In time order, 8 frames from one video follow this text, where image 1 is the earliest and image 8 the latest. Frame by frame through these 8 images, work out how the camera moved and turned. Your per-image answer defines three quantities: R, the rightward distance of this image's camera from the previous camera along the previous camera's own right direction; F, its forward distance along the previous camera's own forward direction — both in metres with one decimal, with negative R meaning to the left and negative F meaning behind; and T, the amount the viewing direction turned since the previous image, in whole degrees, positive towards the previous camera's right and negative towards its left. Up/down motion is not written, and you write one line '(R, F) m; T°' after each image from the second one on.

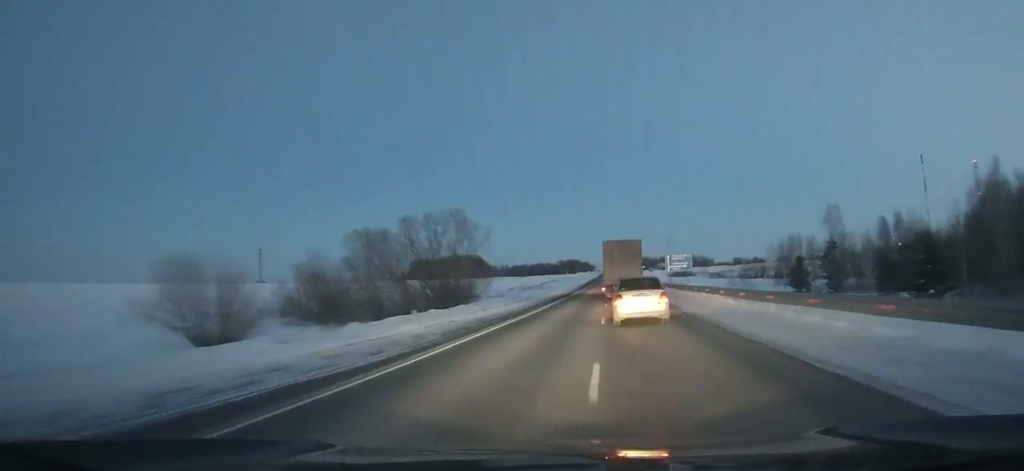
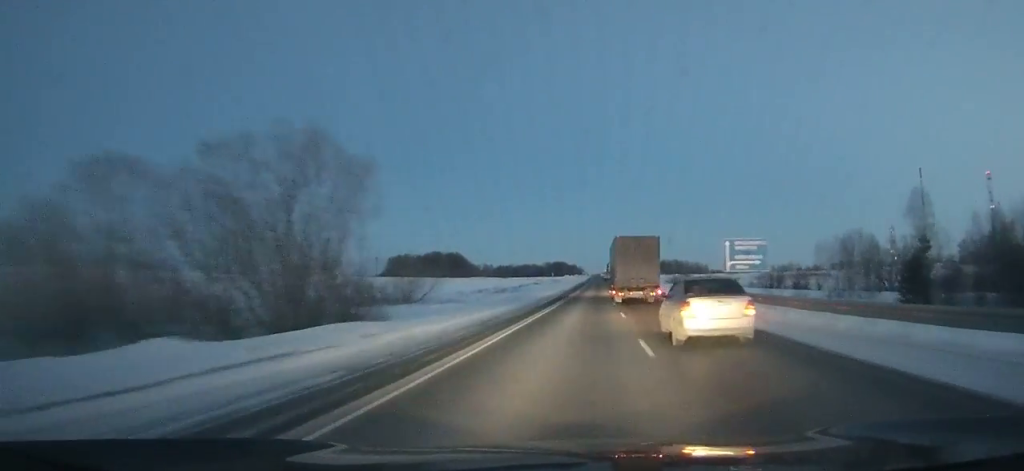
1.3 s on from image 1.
(0.0, +31.7) m; +1°
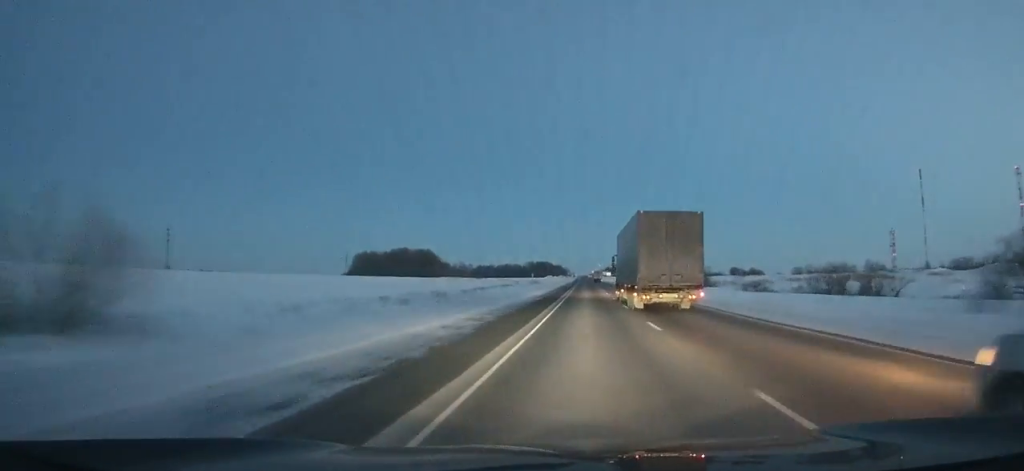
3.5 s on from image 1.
(+0.9, +57.6) m; +1°
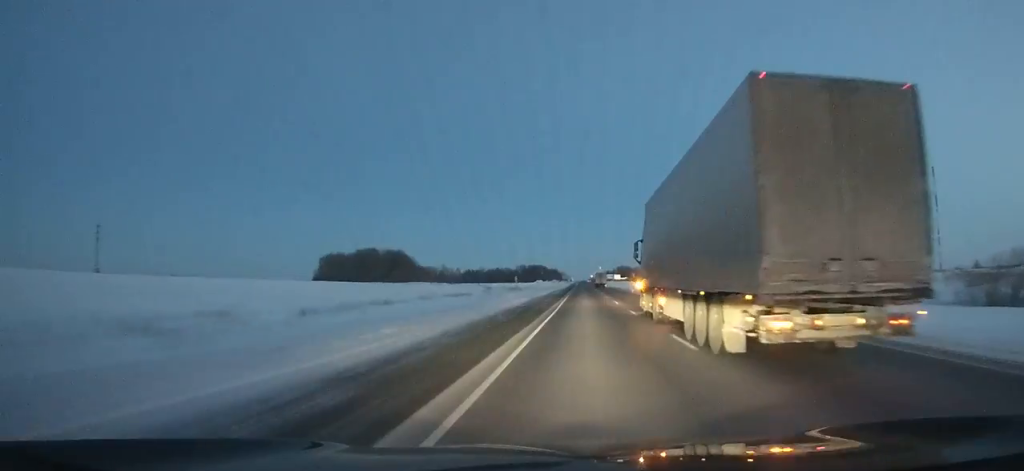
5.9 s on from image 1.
(+0.3, +64.6) m; 0°
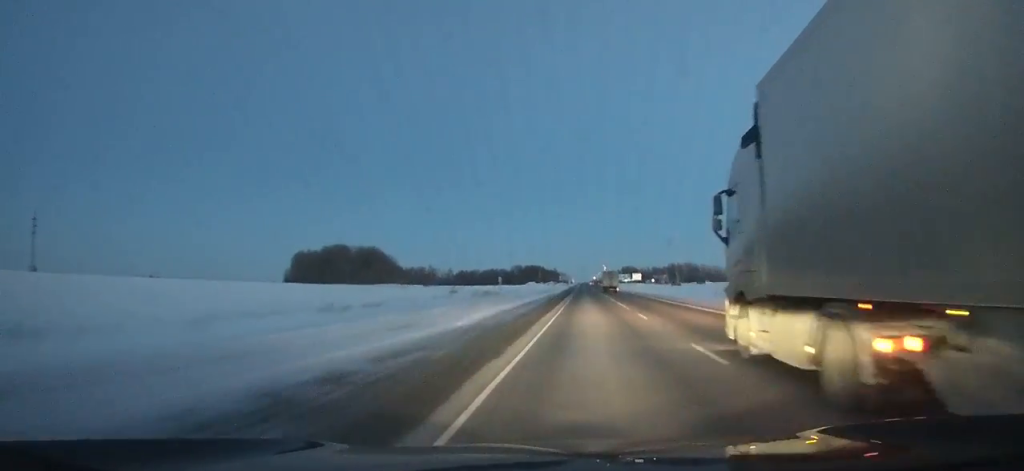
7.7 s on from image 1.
(0.0, +49.2) m; 0°
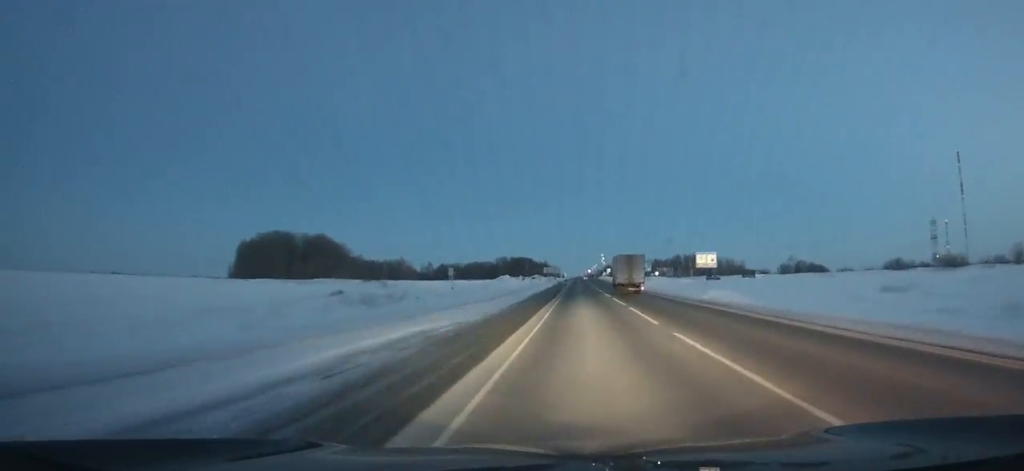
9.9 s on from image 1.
(+0.2, +60.3) m; 0°
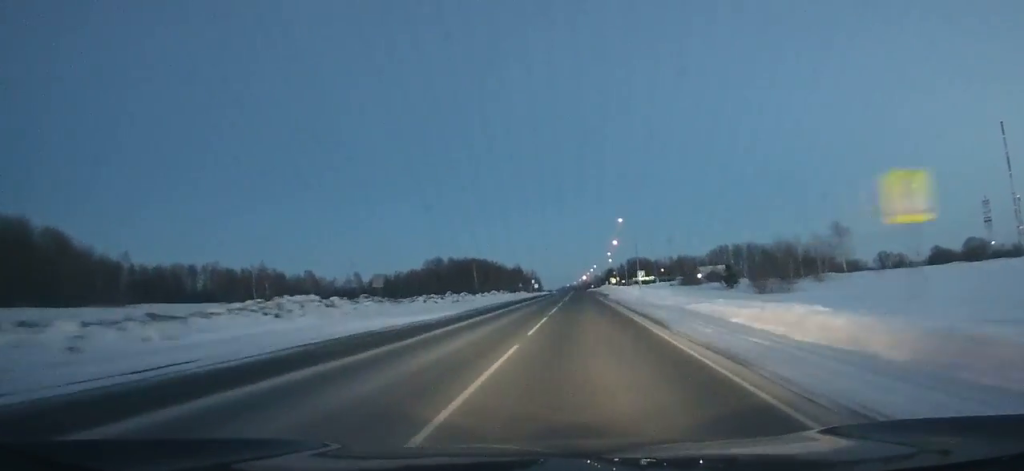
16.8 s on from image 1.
(+1.5, +180.2) m; 0°
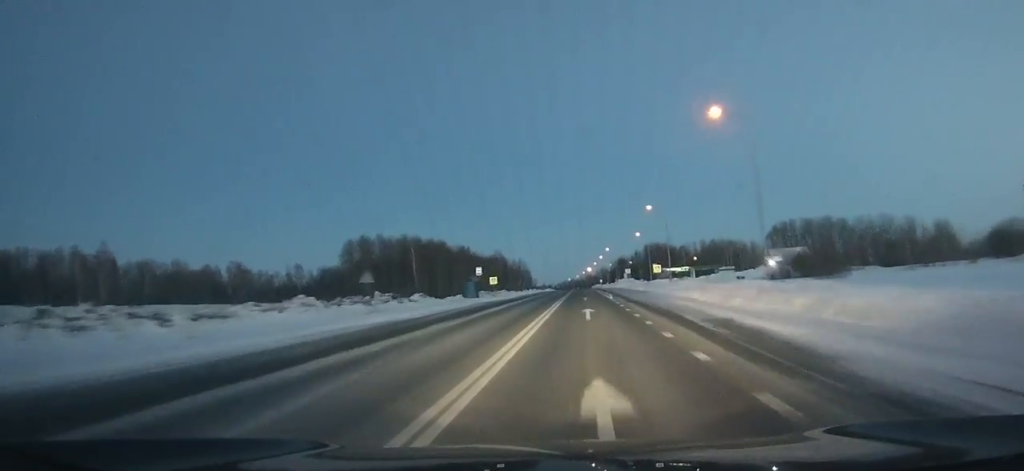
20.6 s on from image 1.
(-0.6, +93.8) m; 0°
